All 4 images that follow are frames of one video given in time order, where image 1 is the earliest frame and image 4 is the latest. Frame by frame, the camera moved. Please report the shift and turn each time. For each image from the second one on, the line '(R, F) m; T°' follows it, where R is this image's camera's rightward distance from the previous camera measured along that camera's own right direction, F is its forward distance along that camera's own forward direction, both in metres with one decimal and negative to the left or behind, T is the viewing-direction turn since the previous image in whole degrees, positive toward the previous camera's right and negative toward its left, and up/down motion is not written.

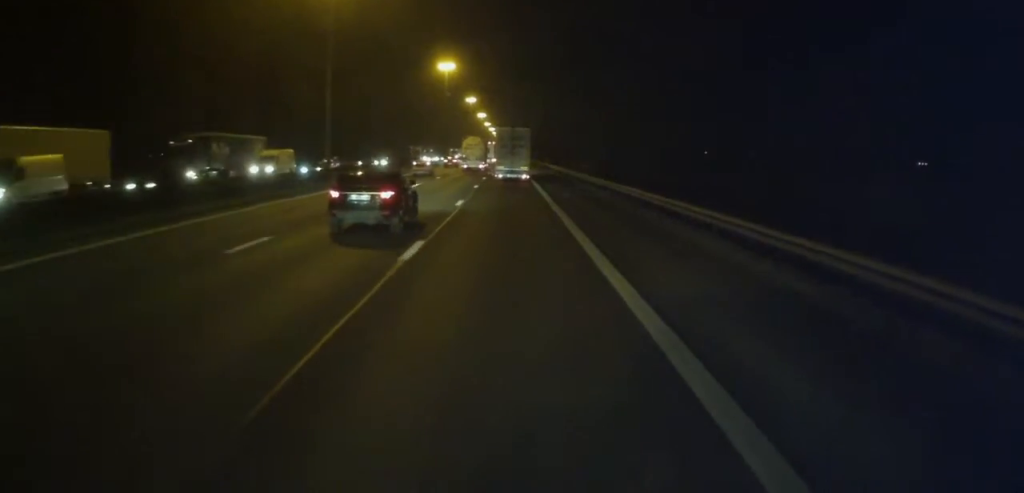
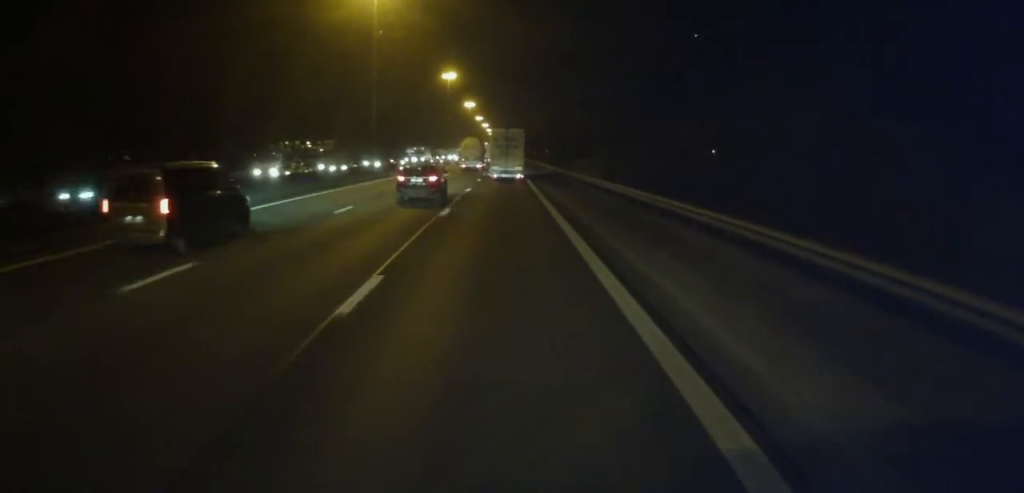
(+1.4, +69.1) m; +1°
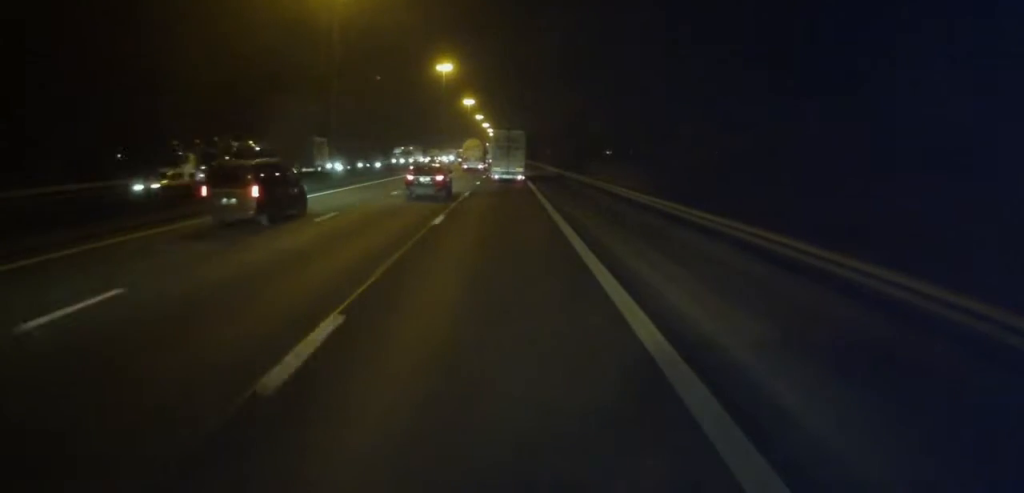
(-0.2, +15.7) m; -1°
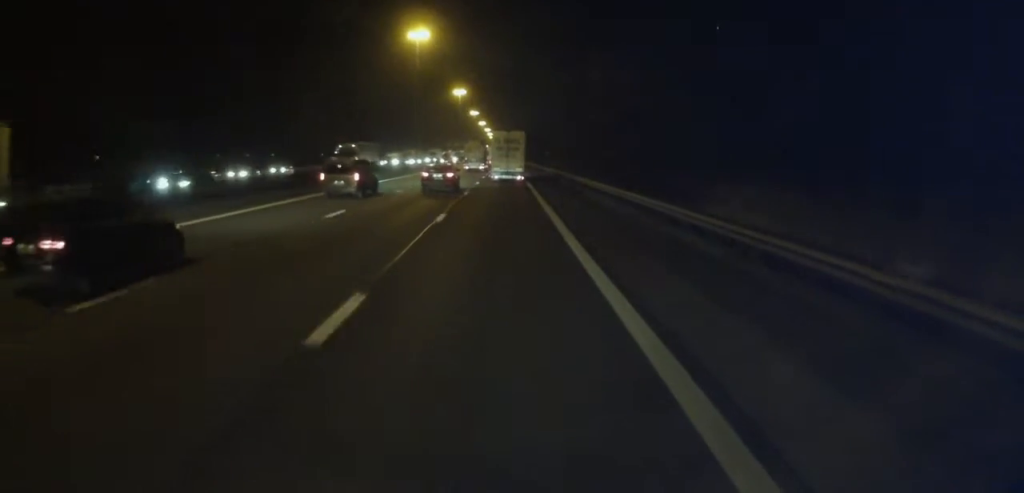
(0.0, +38.5) m; 0°
